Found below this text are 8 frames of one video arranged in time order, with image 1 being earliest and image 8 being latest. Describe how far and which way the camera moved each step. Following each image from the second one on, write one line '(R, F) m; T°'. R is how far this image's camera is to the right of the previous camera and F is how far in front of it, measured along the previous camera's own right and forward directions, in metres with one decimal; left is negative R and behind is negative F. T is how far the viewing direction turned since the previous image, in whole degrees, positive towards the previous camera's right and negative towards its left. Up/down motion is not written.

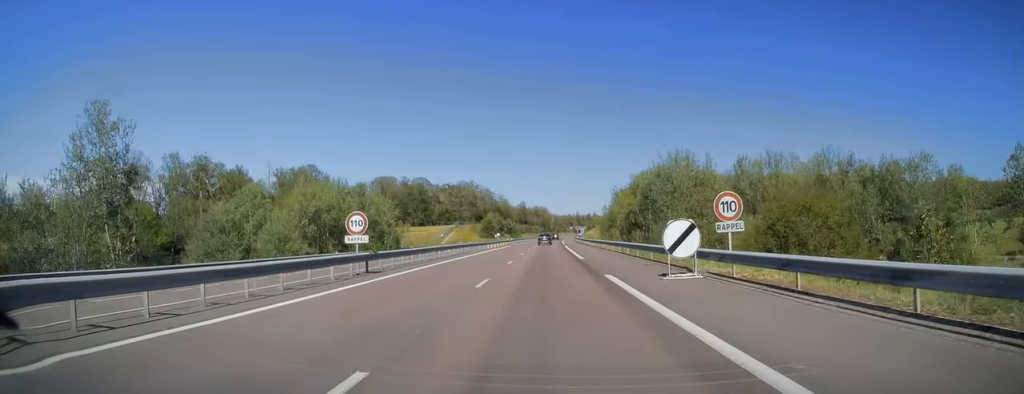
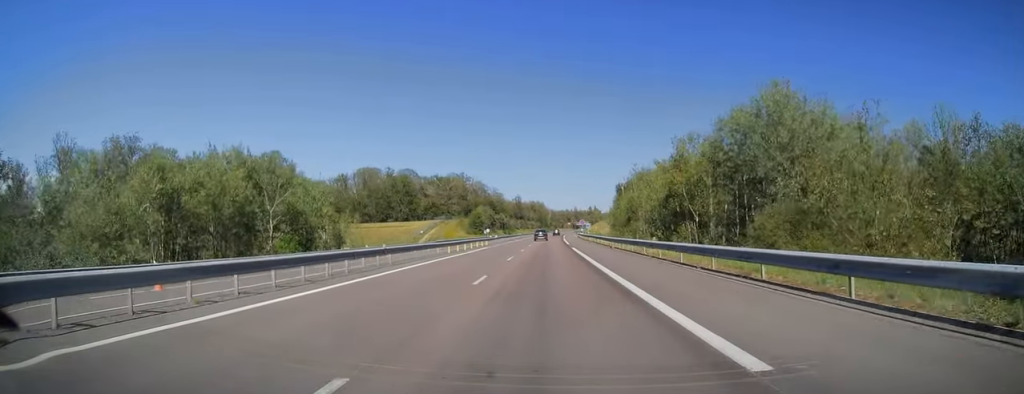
(0.0, +26.3) m; 0°
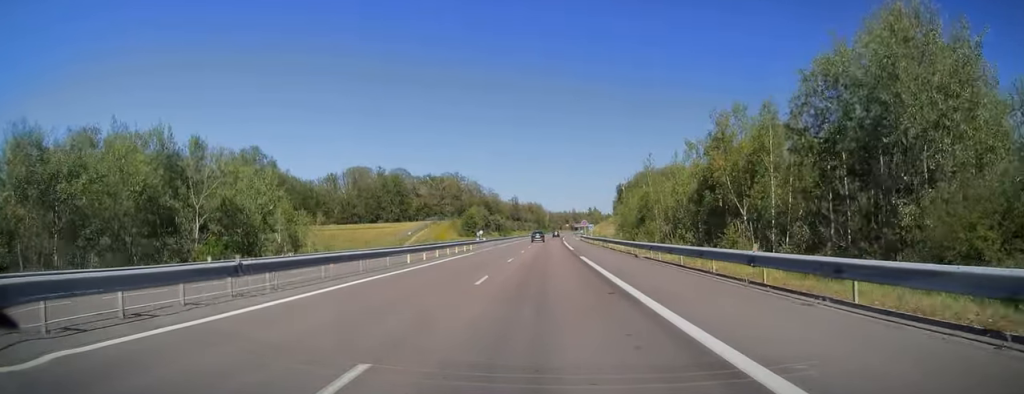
(-0.1, +12.2) m; 0°
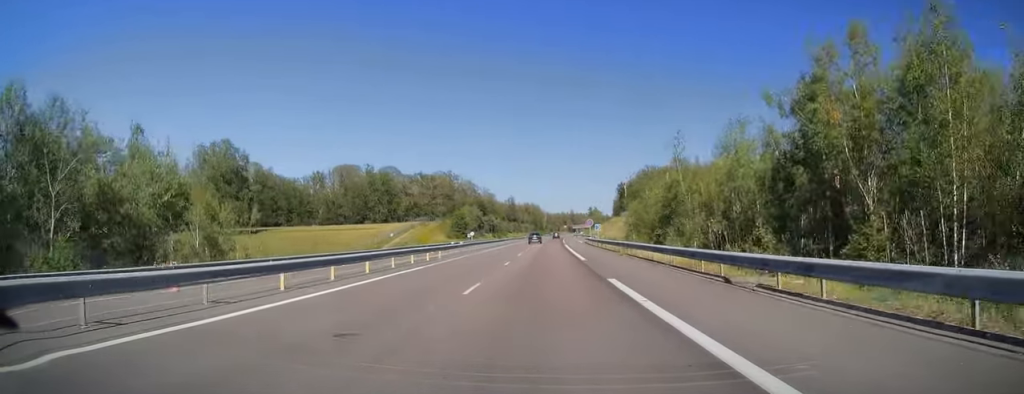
(+0.1, +15.1) m; 0°
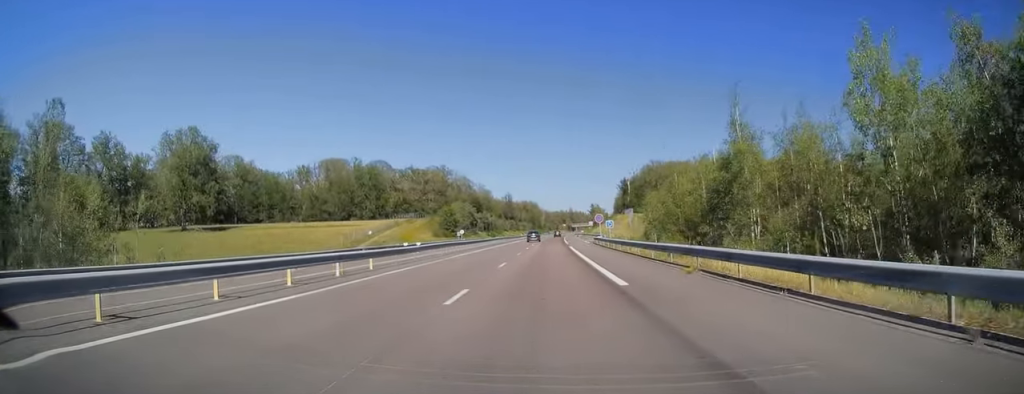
(+0.3, +15.7) m; 0°
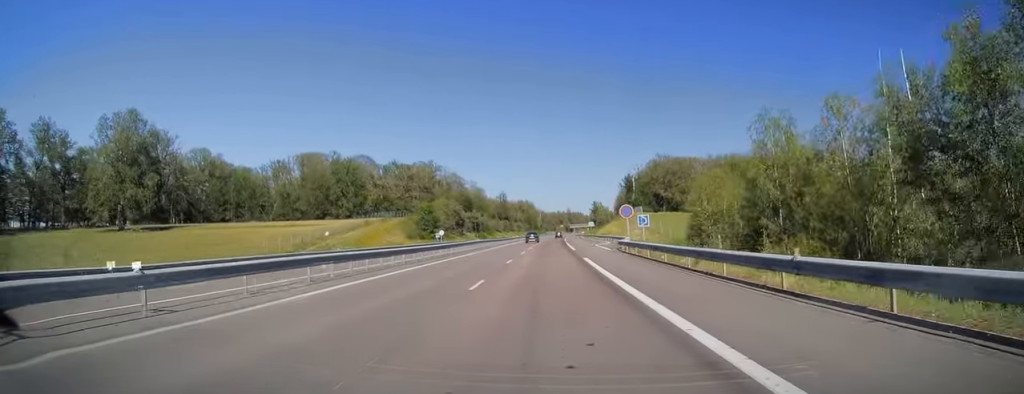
(-0.2, +22.9) m; 0°
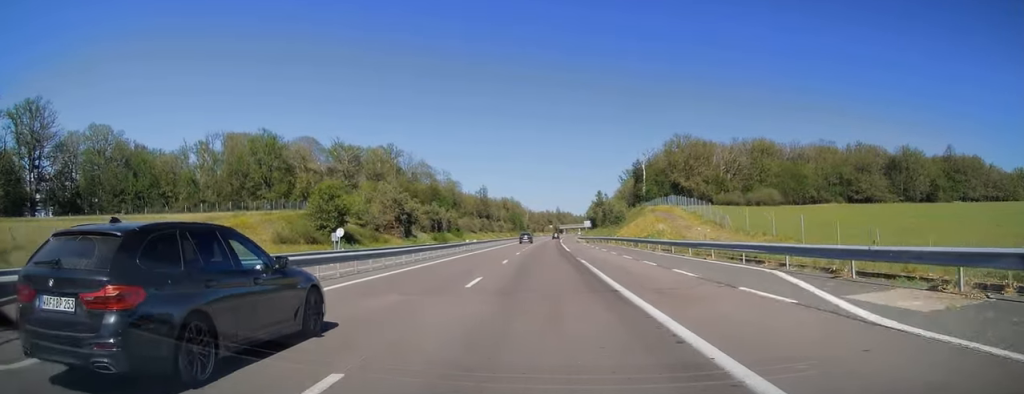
(+0.6, +51.1) m; +1°
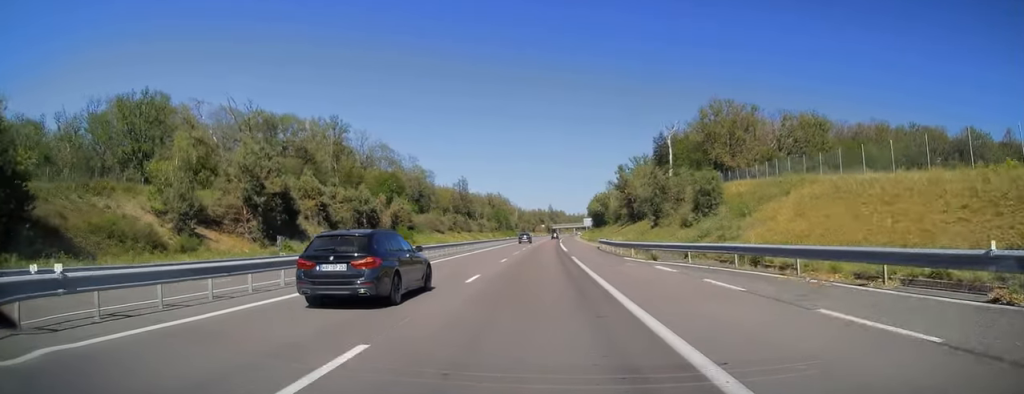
(+0.2, +50.4) m; 0°
